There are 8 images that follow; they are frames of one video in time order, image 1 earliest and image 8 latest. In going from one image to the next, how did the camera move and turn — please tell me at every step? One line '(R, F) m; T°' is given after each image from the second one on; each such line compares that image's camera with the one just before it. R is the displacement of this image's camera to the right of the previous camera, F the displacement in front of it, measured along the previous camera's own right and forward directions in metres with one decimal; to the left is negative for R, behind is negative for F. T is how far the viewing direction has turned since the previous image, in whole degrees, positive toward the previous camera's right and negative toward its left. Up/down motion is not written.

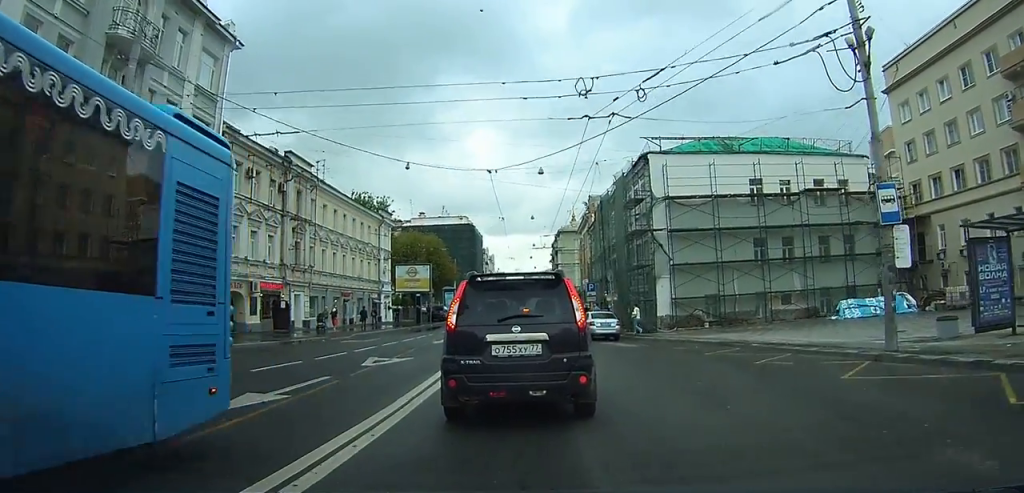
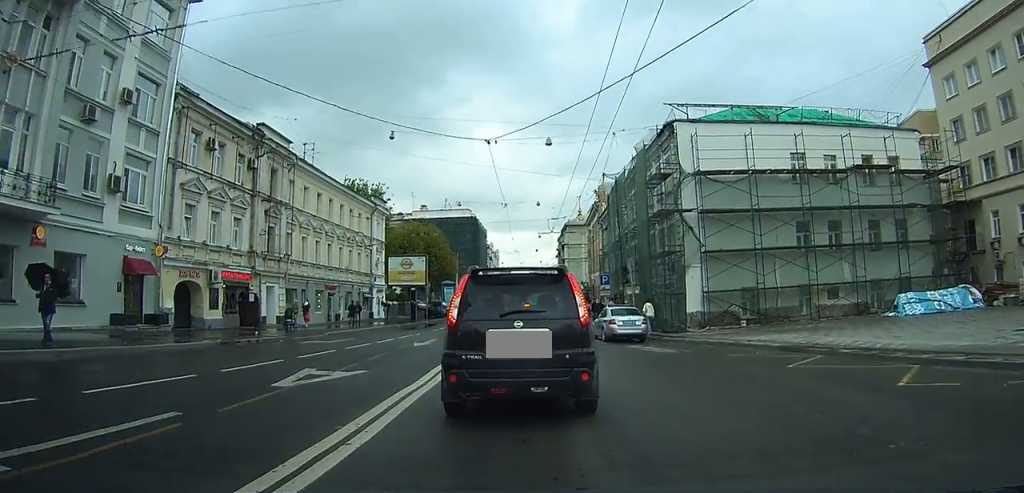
(+0.4, +6.4) m; +4°
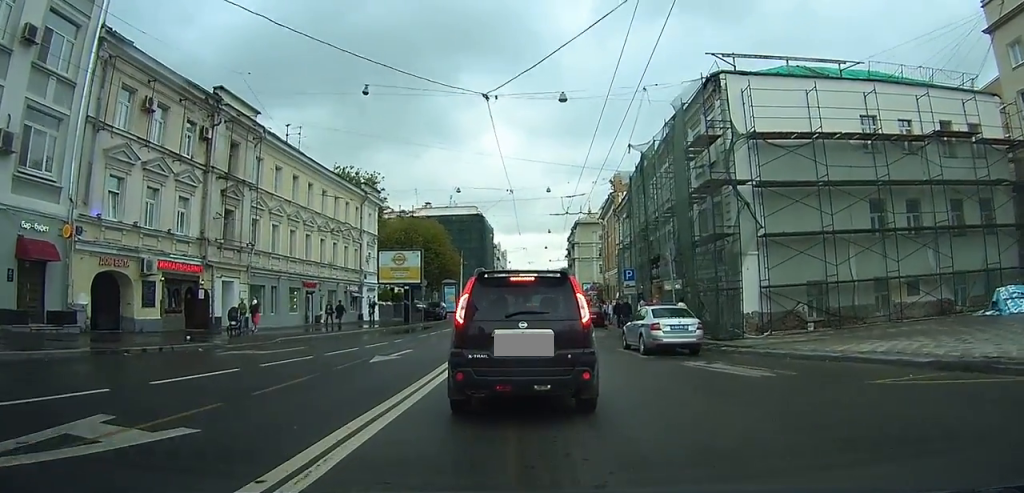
(0.0, +7.9) m; -1°
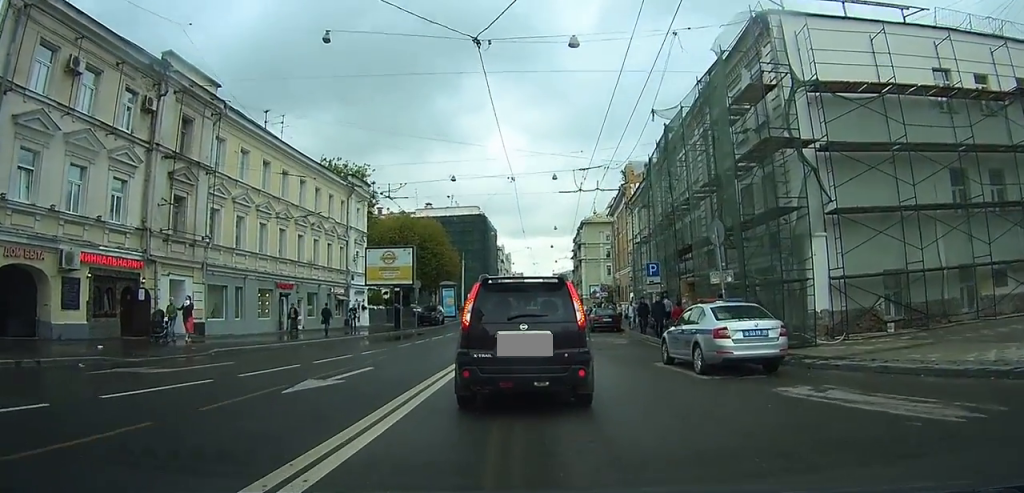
(-0.1, +6.6) m; -1°
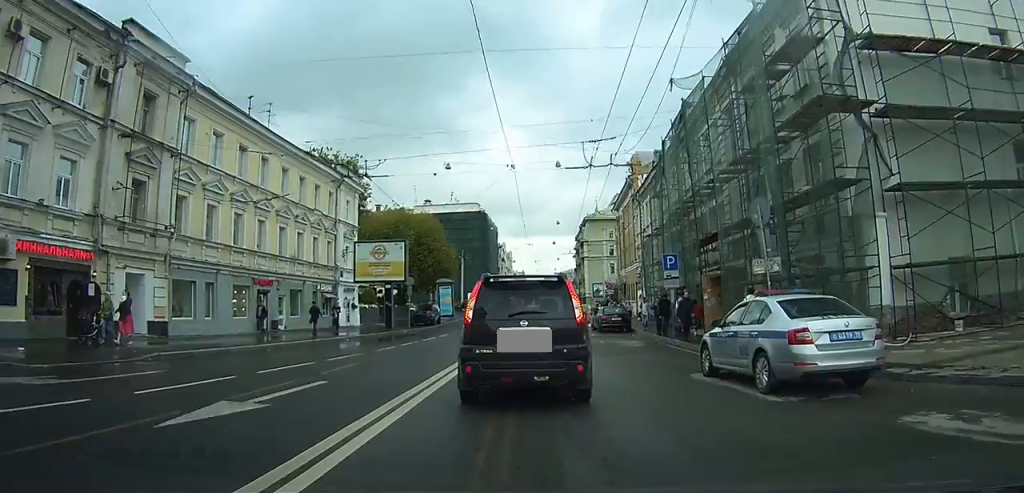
(0.0, +3.9) m; 0°
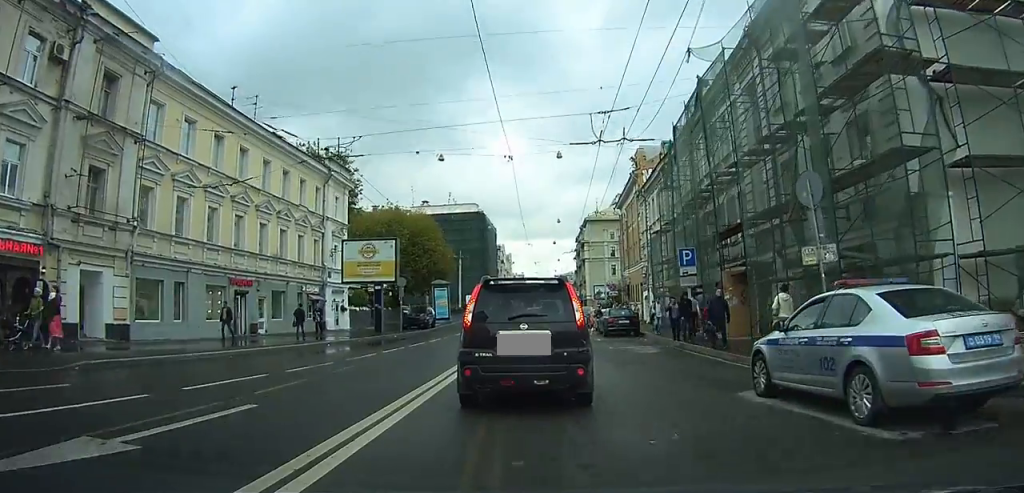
(0.0, +3.0) m; +1°
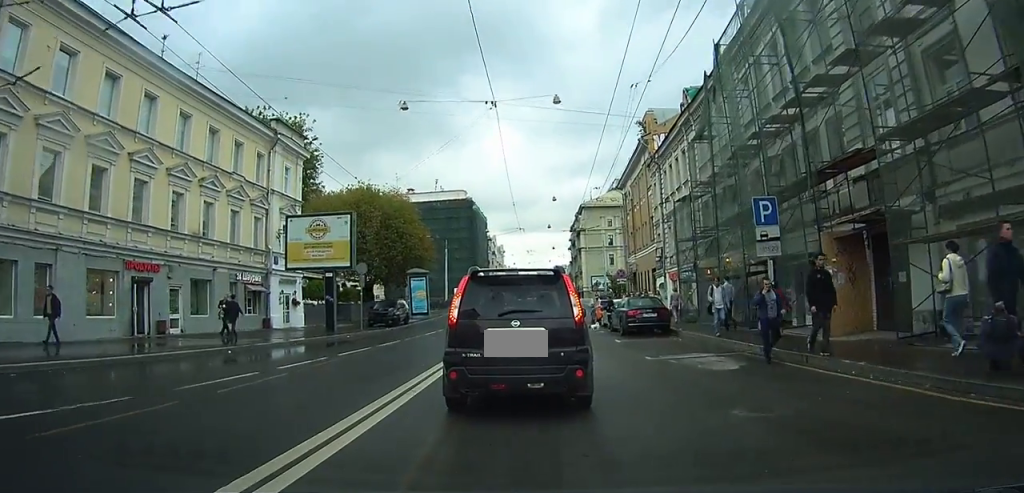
(+0.3, +8.6) m; +5°
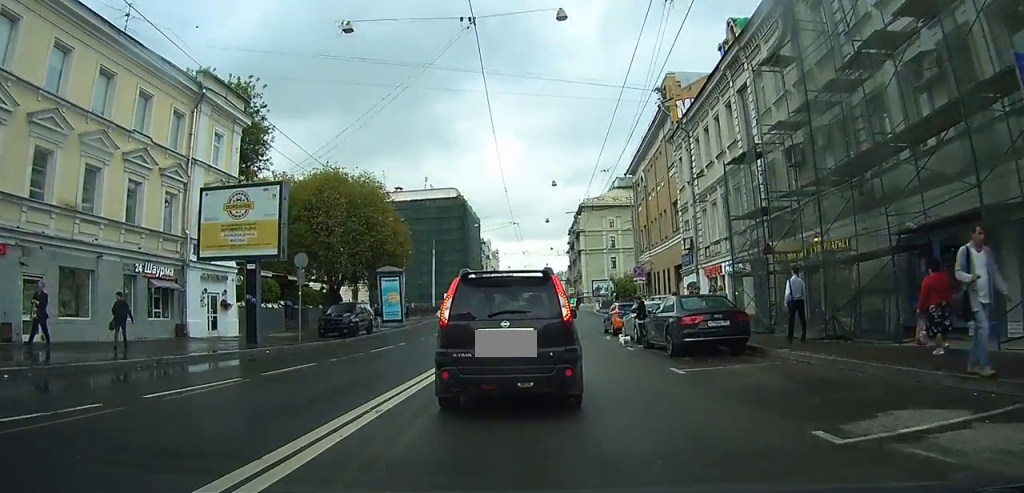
(+0.4, +9.6) m; +3°
